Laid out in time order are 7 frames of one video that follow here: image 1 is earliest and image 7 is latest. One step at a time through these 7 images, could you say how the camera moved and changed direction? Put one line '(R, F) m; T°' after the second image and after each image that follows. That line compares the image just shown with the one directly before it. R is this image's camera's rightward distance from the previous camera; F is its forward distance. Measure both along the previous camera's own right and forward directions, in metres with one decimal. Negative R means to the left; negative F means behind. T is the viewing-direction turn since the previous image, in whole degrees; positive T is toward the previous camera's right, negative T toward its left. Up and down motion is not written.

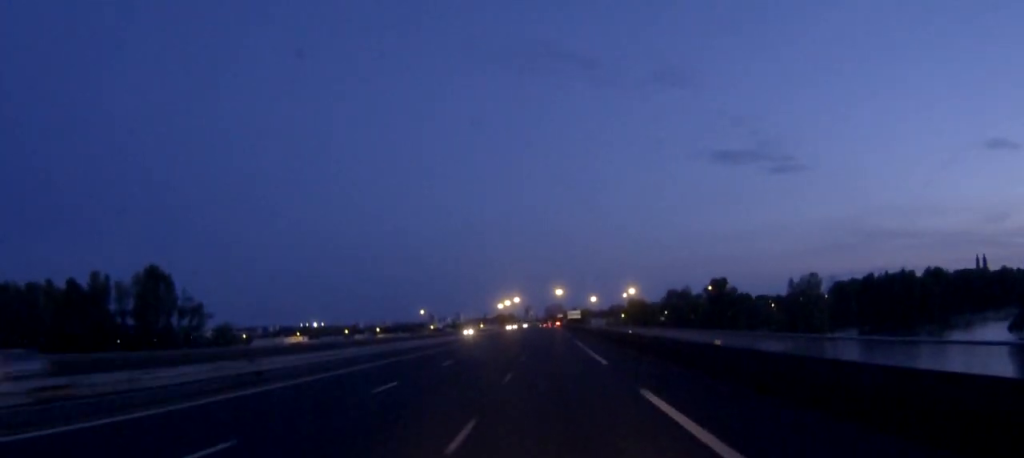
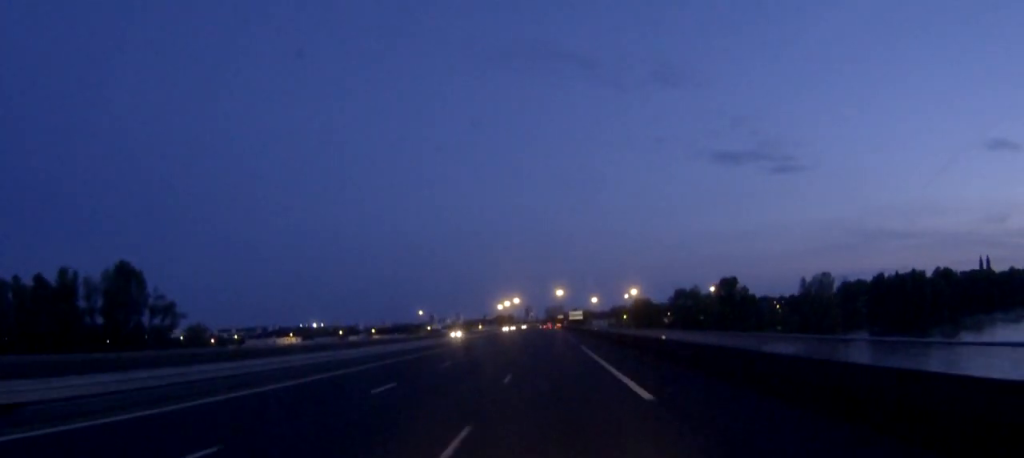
(0.0, +13.1) m; 0°
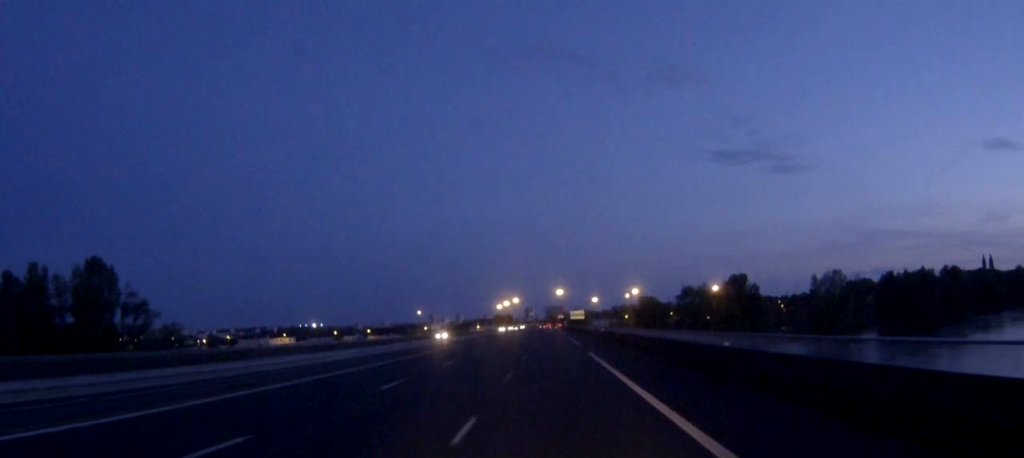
(0.0, +11.3) m; 0°
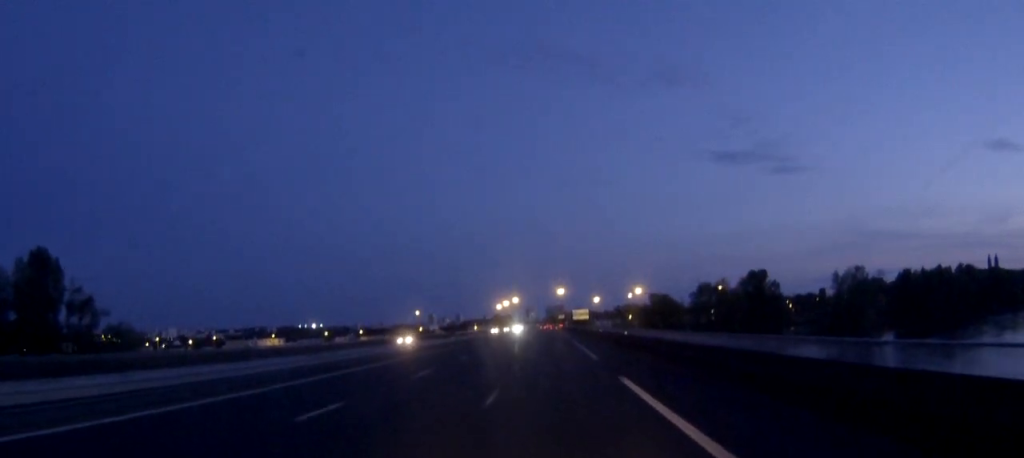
(0.0, +19.1) m; 0°
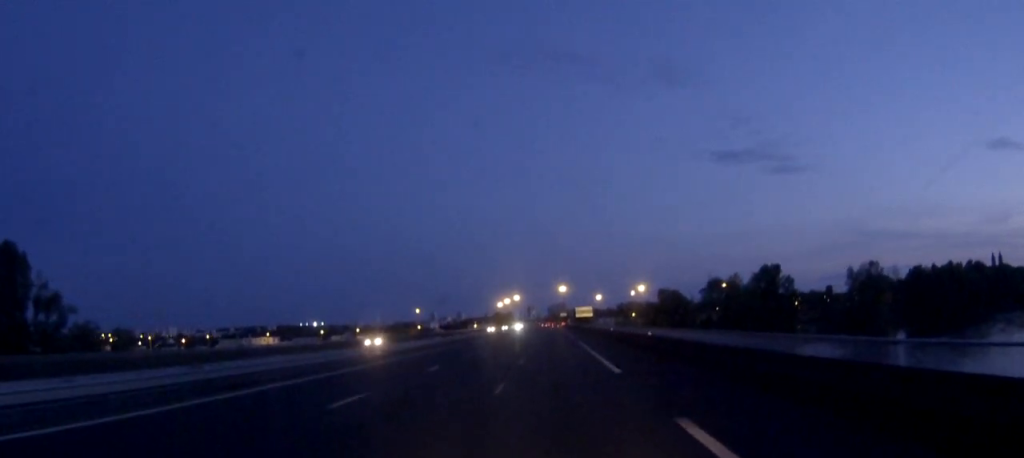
(0.0, +10.1) m; 0°
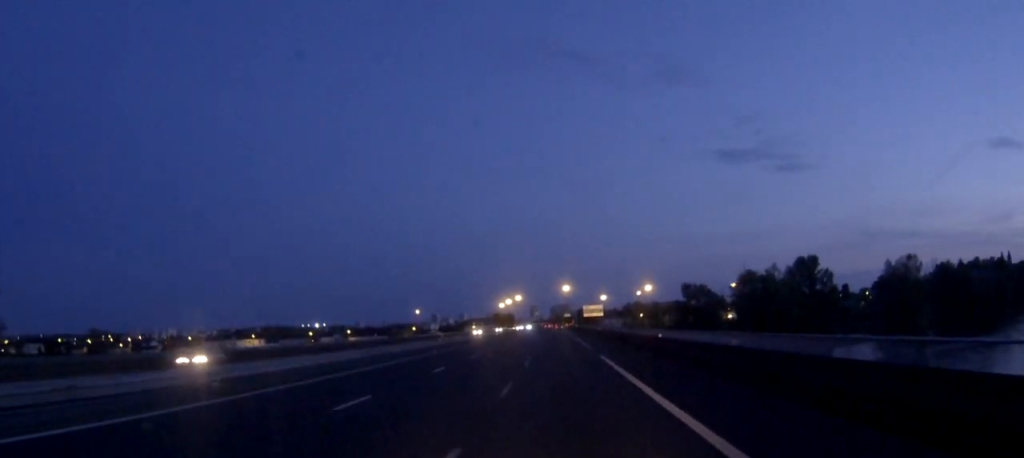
(0.0, +23.3) m; 0°
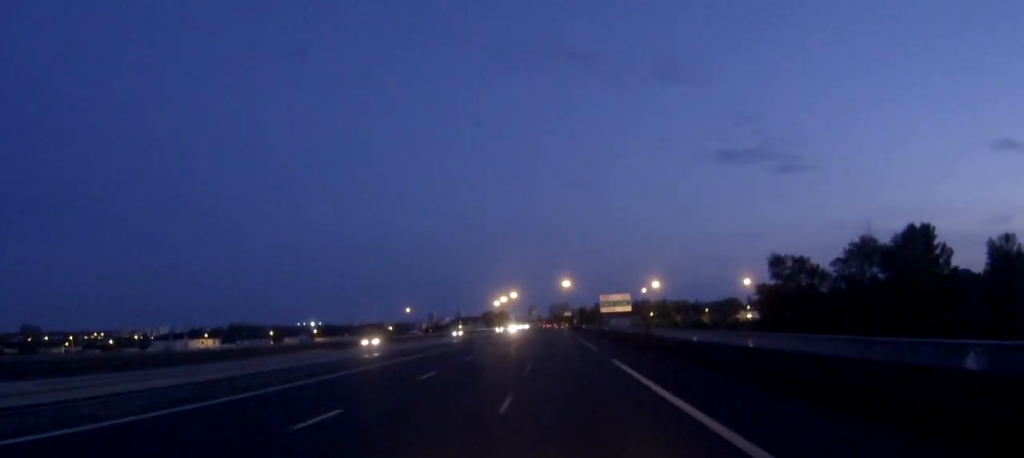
(0.0, +45.2) m; 0°
